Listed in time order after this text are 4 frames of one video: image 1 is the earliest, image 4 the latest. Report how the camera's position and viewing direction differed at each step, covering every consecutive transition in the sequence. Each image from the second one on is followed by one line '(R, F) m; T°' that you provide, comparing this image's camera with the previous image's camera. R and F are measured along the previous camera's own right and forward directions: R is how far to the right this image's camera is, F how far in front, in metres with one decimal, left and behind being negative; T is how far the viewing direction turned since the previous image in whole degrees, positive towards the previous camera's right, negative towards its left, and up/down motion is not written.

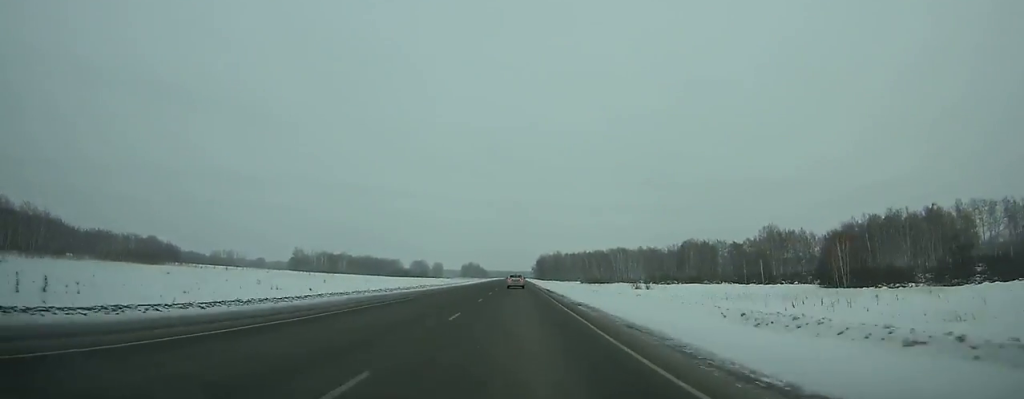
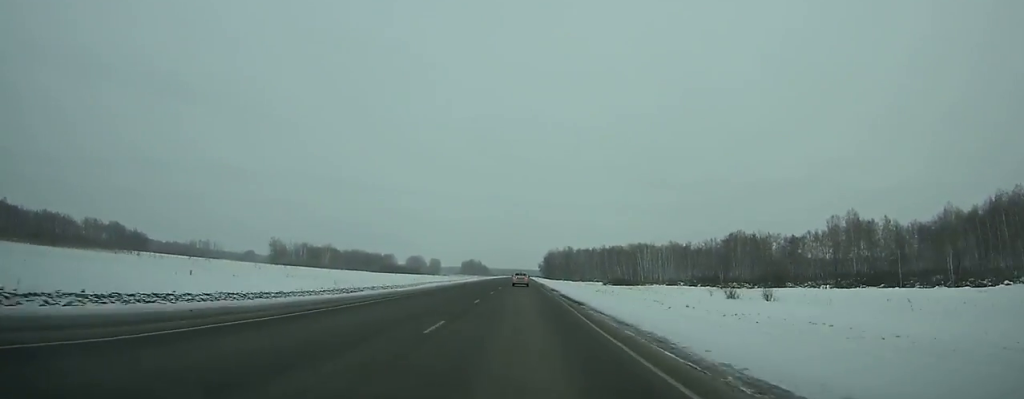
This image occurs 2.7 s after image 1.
(0.0, +64.0) m; 0°
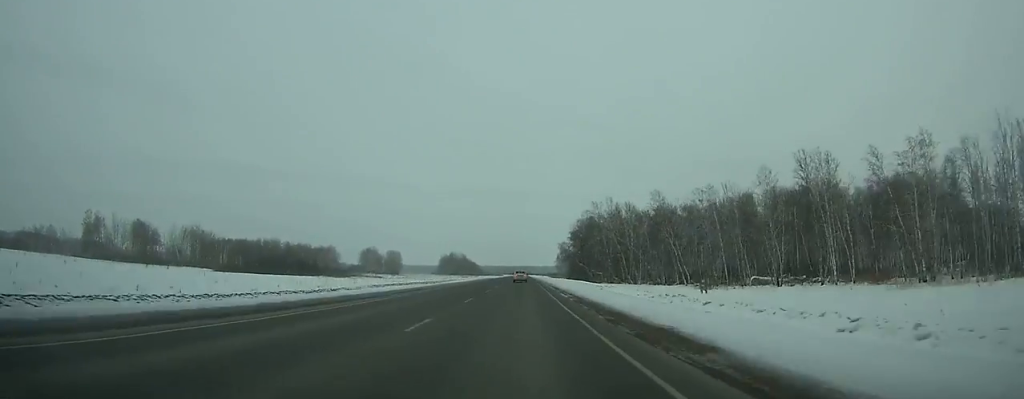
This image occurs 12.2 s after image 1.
(-0.9, +227.1) m; 0°
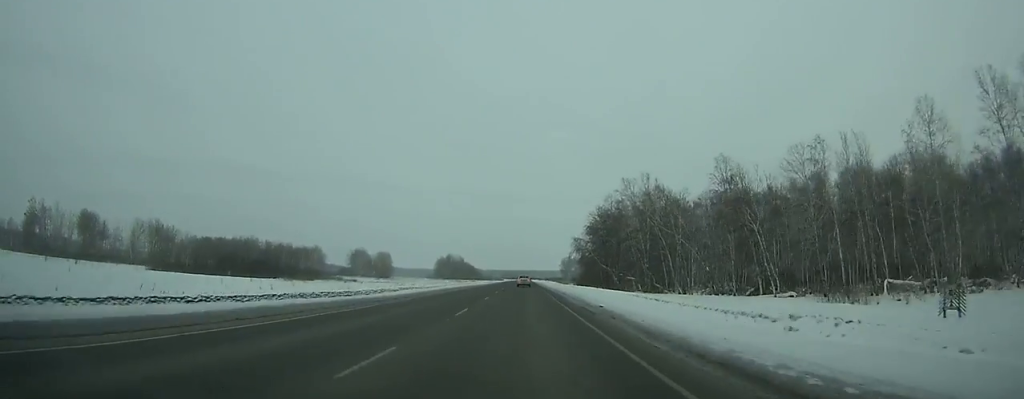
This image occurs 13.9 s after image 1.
(0.0, +40.9) m; 0°
